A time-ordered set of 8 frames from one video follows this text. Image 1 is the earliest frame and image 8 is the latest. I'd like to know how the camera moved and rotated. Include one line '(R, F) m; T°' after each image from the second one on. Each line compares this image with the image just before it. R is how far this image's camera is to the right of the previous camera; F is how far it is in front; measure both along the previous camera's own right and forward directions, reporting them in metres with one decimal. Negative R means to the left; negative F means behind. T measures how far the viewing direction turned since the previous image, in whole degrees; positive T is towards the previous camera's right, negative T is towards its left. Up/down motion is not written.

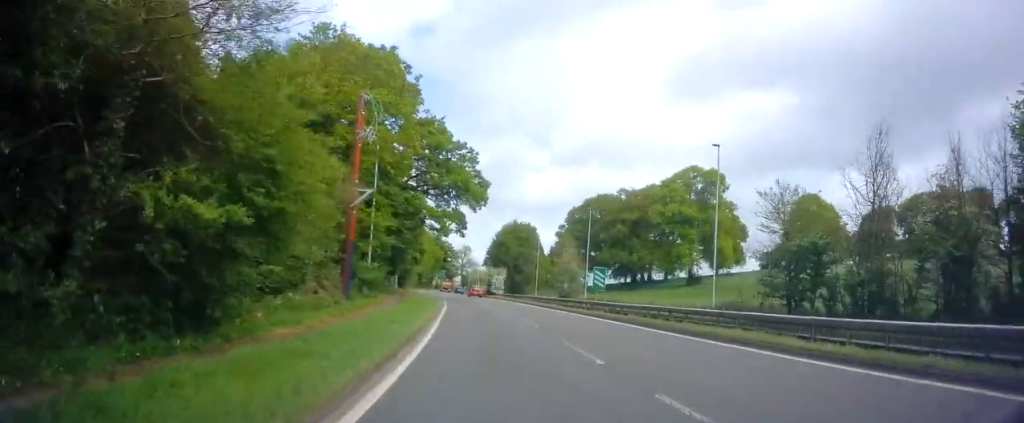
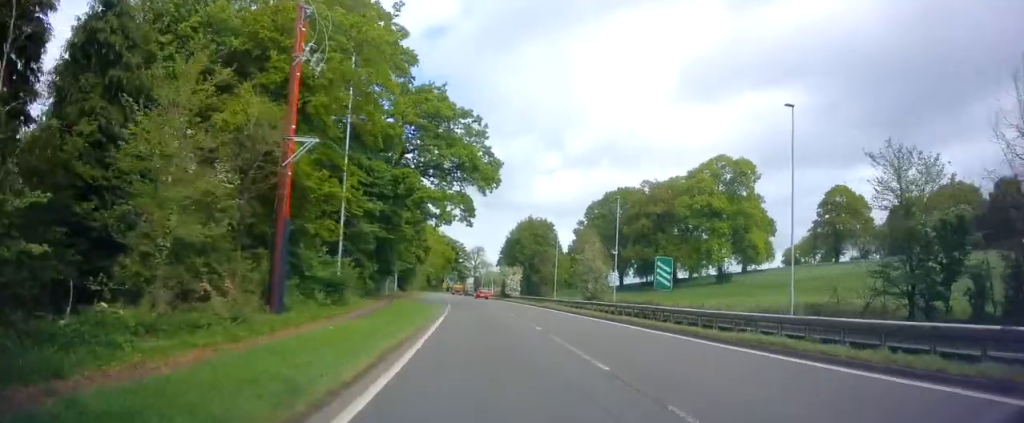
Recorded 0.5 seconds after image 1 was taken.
(-0.1, +9.5) m; -1°
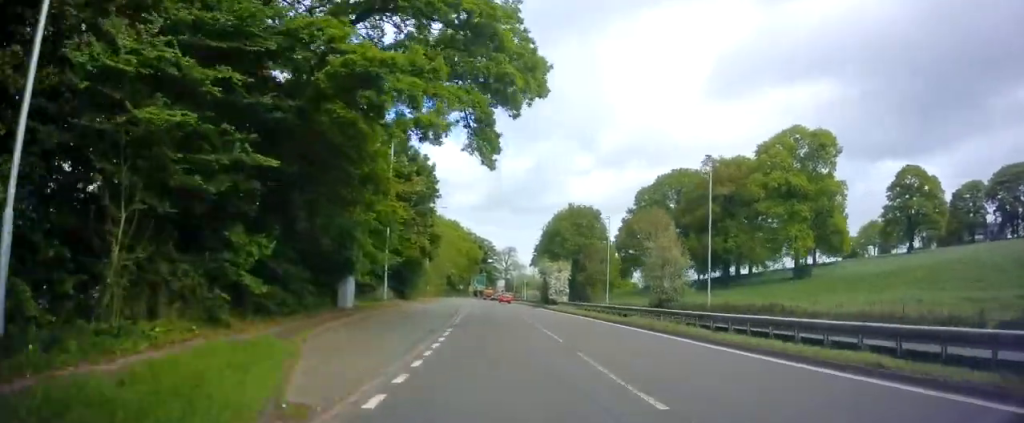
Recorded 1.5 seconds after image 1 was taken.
(-0.3, +20.1) m; -2°
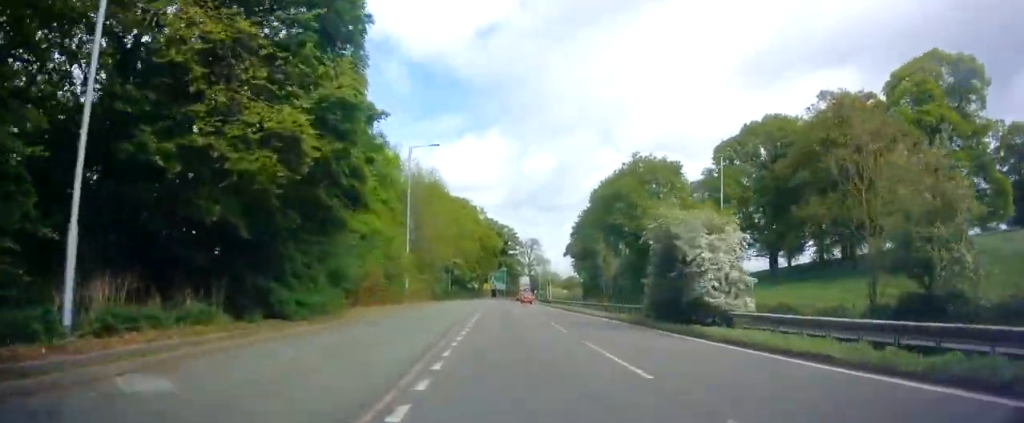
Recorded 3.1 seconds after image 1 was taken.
(-0.8, +32.7) m; -2°
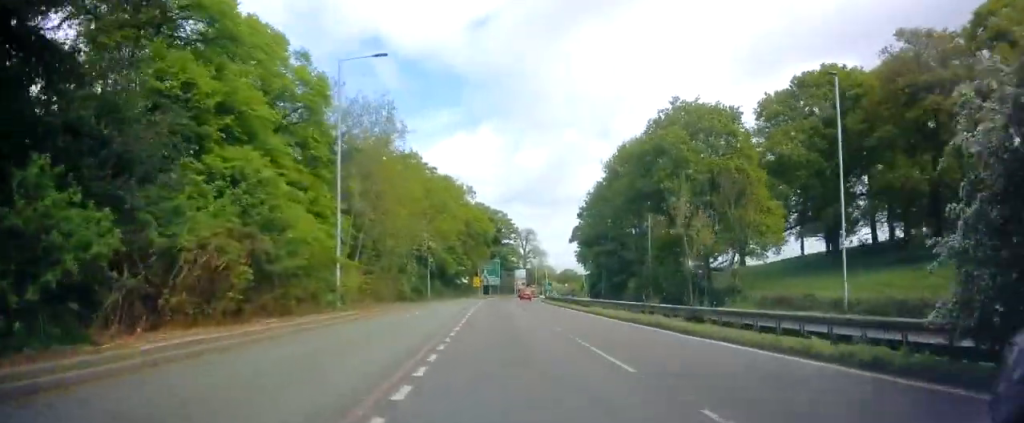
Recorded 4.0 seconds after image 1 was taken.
(-0.1, +17.2) m; -1°
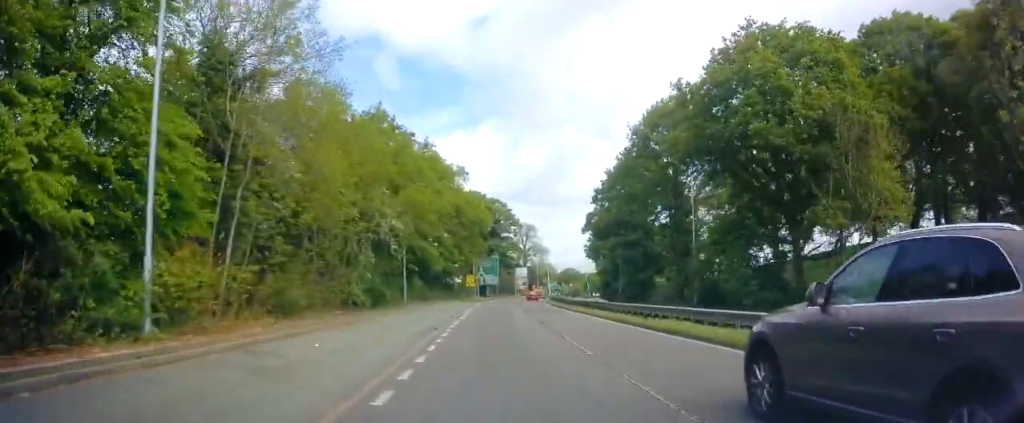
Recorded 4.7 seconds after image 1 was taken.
(-0.2, +15.0) m; -1°
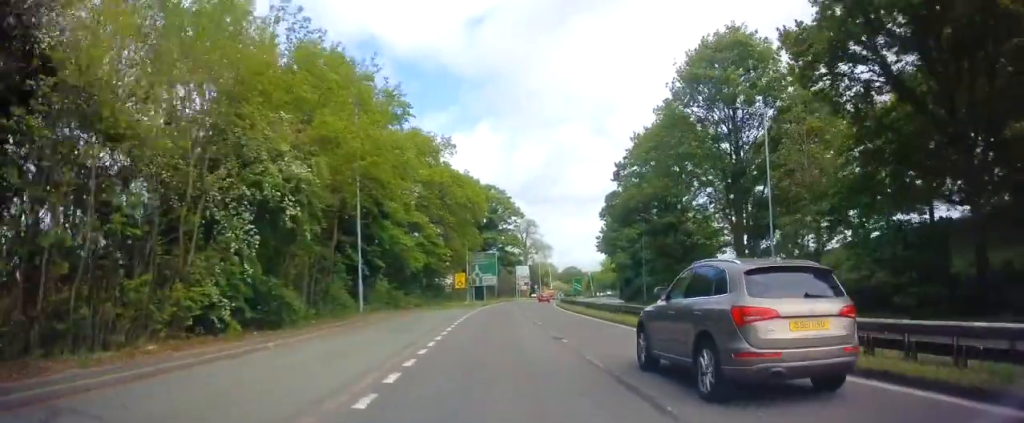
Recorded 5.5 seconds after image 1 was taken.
(0.0, +14.5) m; +1°
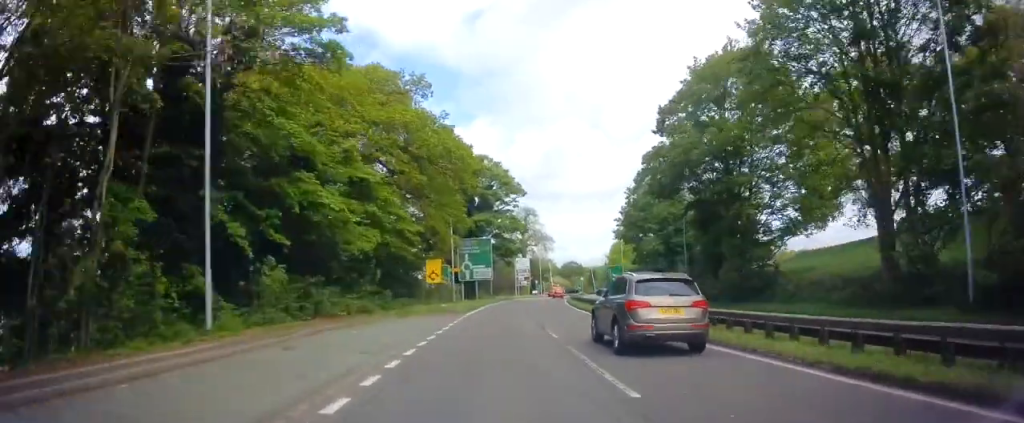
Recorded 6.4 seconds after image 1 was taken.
(+0.2, +16.5) m; +1°
